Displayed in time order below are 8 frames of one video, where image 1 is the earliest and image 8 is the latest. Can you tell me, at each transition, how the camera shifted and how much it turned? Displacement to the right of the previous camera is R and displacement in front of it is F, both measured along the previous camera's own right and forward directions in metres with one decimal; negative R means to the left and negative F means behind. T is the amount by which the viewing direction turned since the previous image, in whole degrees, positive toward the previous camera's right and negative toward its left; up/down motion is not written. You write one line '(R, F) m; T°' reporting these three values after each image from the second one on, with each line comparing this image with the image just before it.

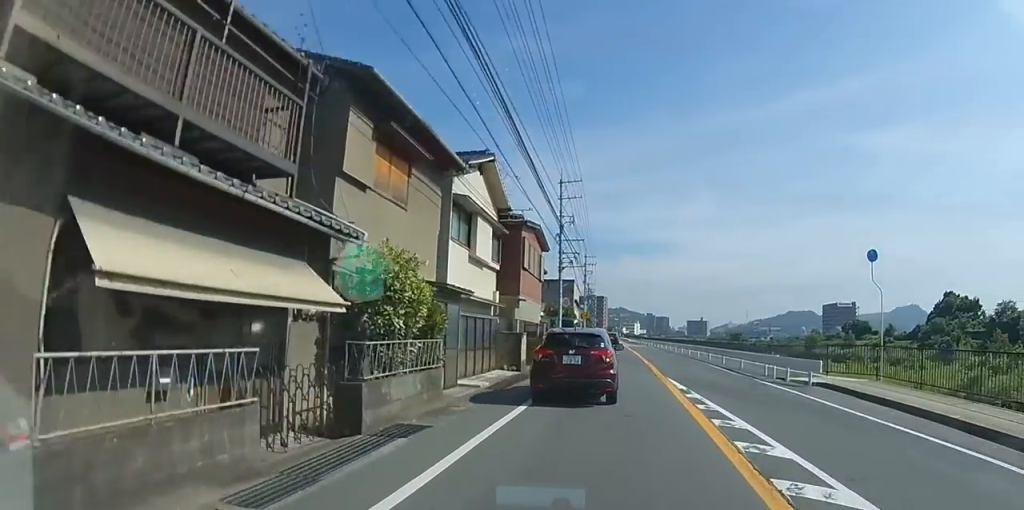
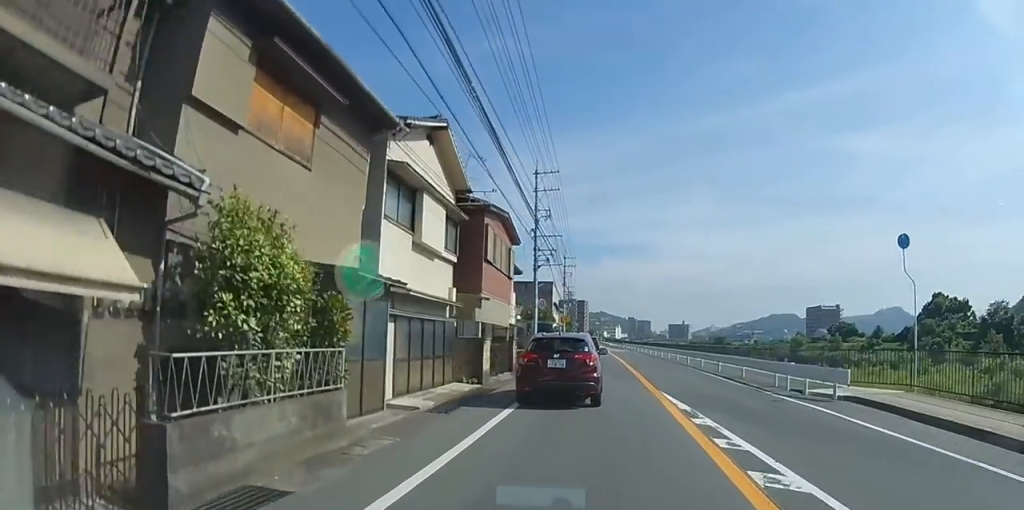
(0.0, +2.7) m; +2°
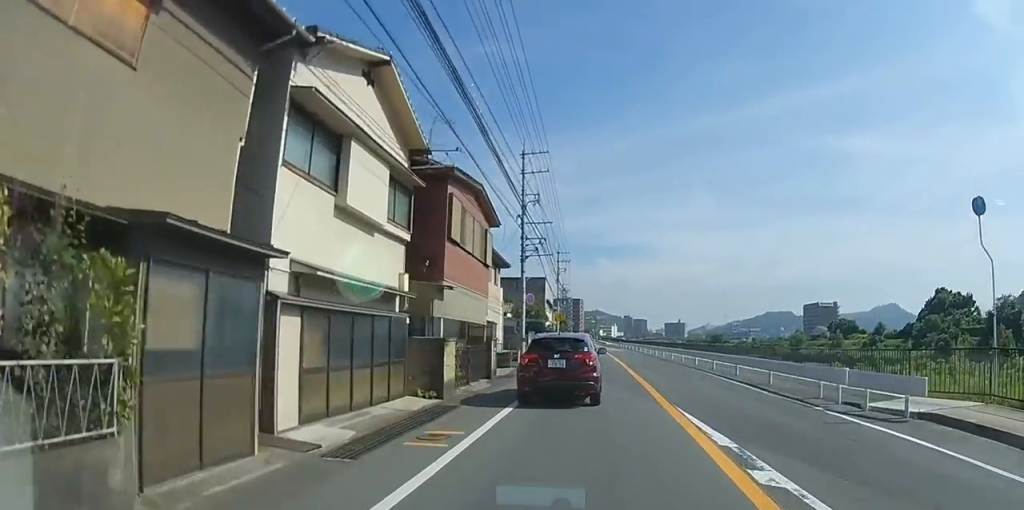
(-0.1, +2.9) m; +3°
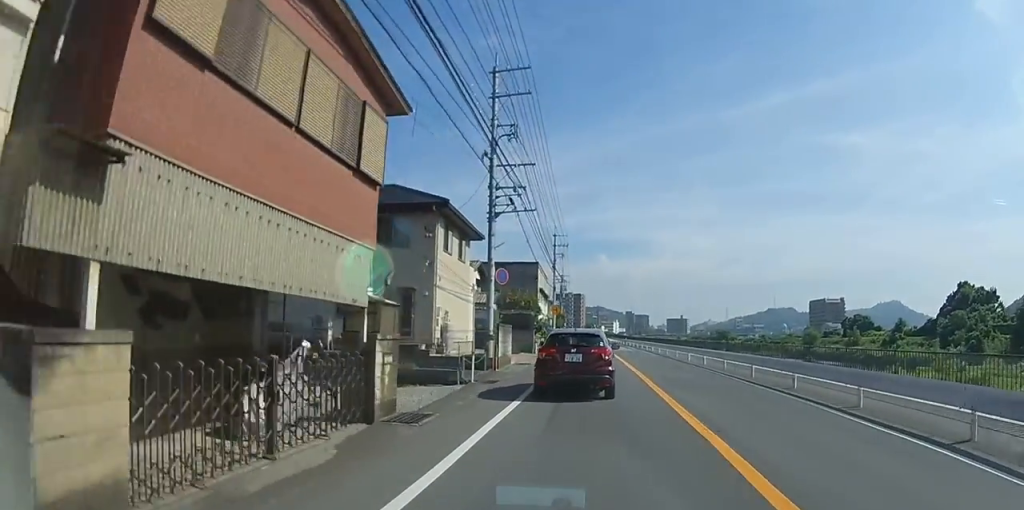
(+0.6, +9.0) m; +4°
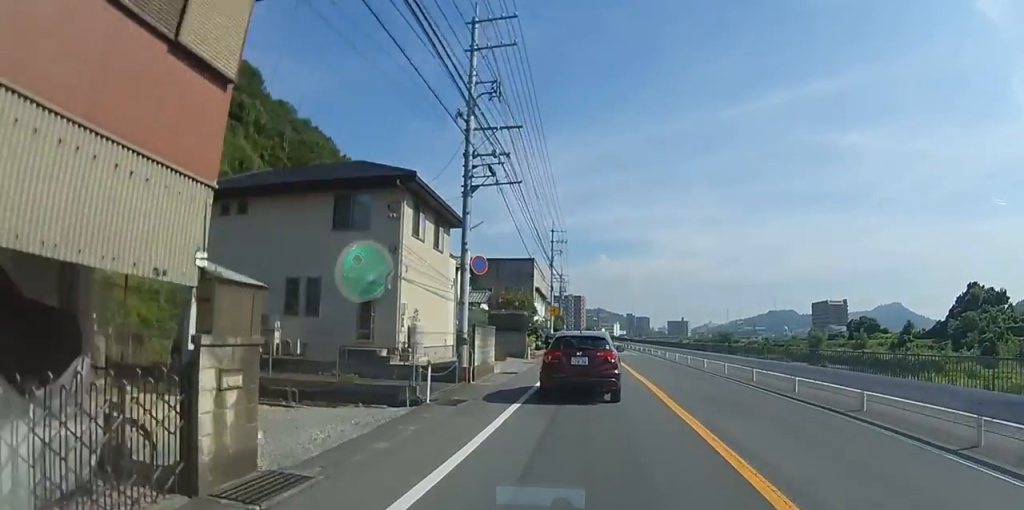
(0.0, +4.0) m; 0°
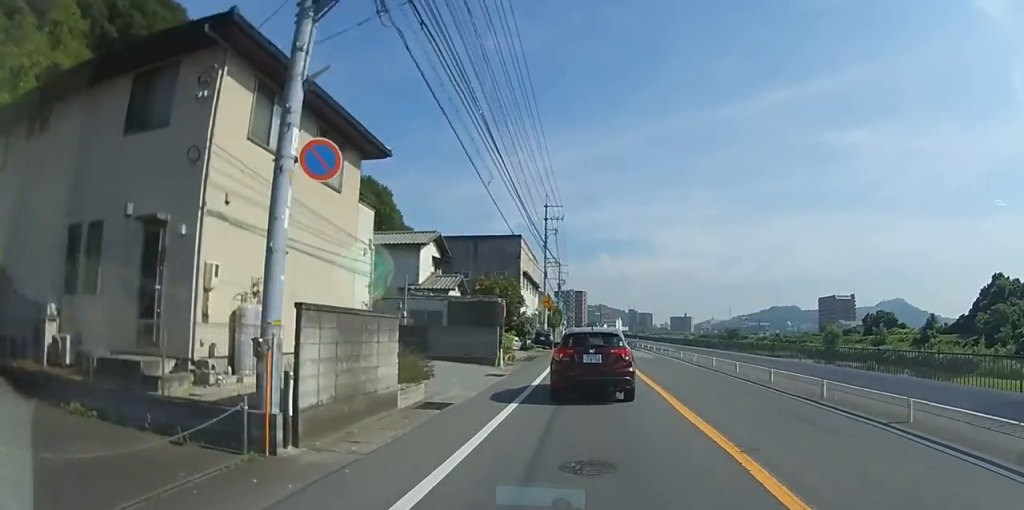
(0.0, +9.2) m; 0°
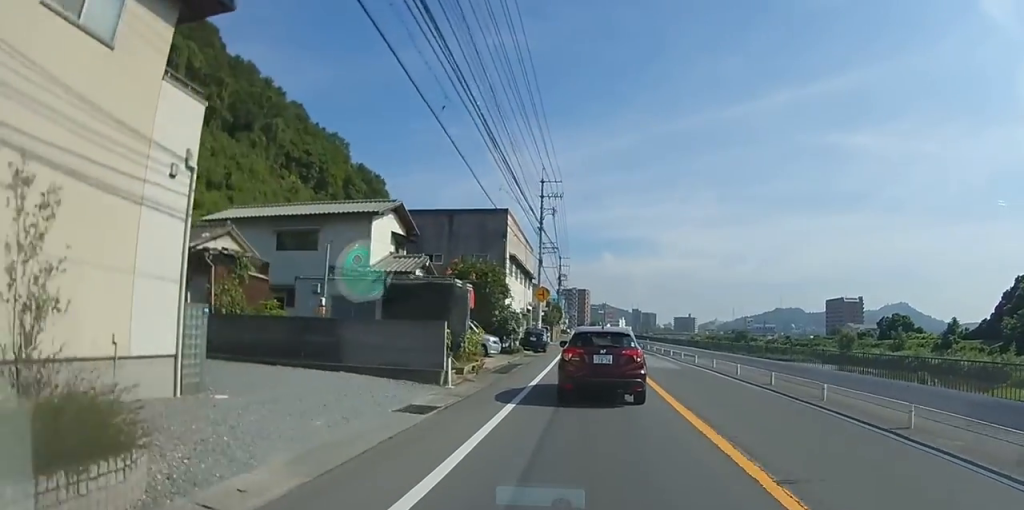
(0.0, +8.1) m; 0°
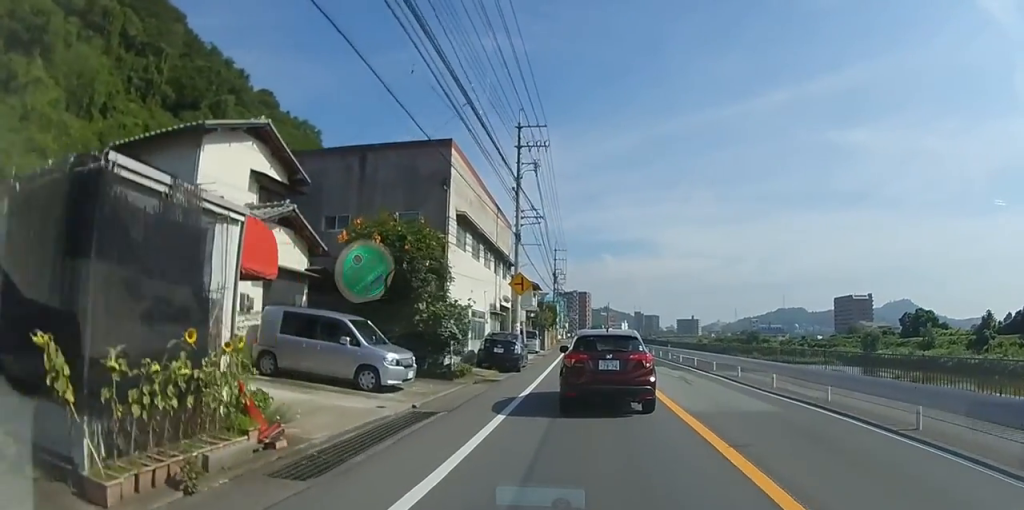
(-0.1, +12.7) m; 0°
